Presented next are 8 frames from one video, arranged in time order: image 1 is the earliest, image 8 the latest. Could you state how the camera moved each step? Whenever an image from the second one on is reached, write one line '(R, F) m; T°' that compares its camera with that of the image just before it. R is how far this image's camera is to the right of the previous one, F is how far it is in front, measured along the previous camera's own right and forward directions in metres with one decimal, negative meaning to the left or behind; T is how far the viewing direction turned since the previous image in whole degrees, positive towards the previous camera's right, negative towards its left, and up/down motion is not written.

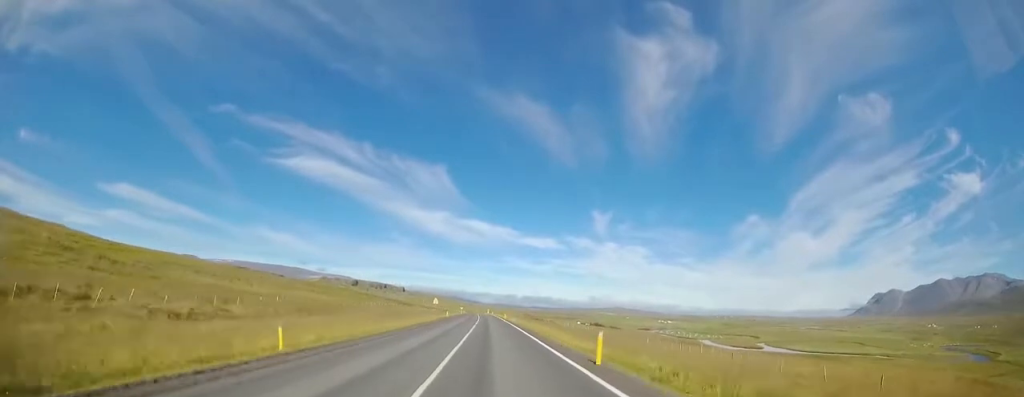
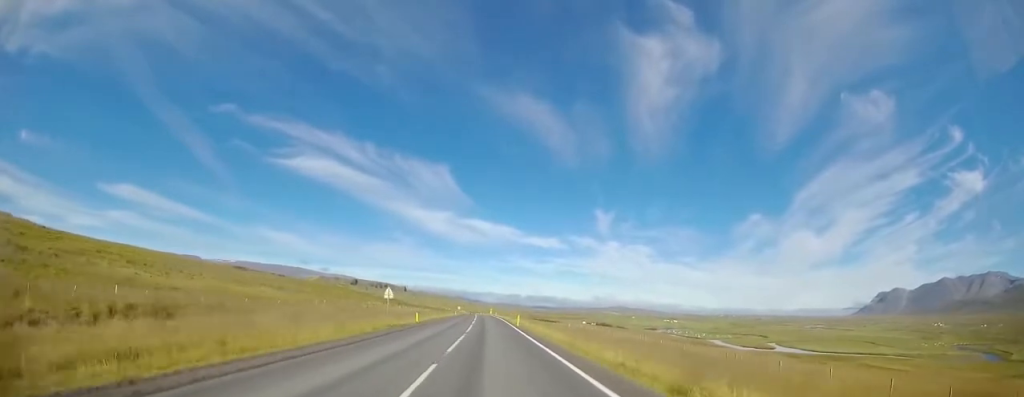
(-0.1, +25.6) m; -1°
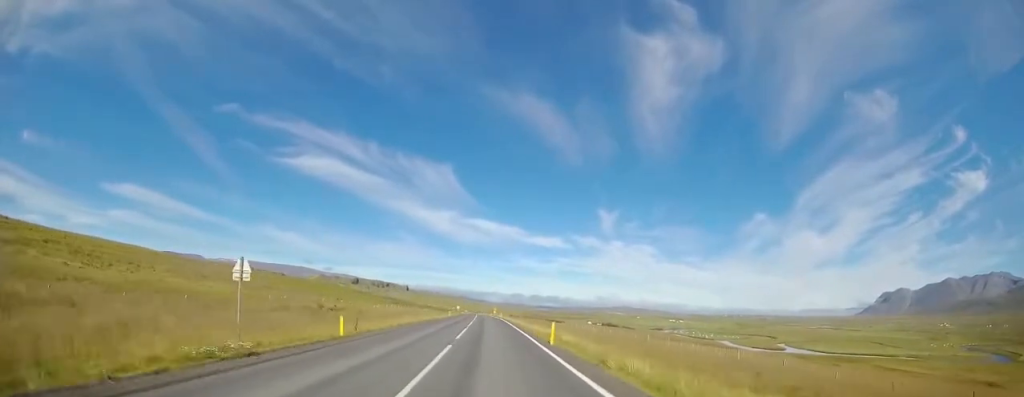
(-0.1, +17.9) m; -1°
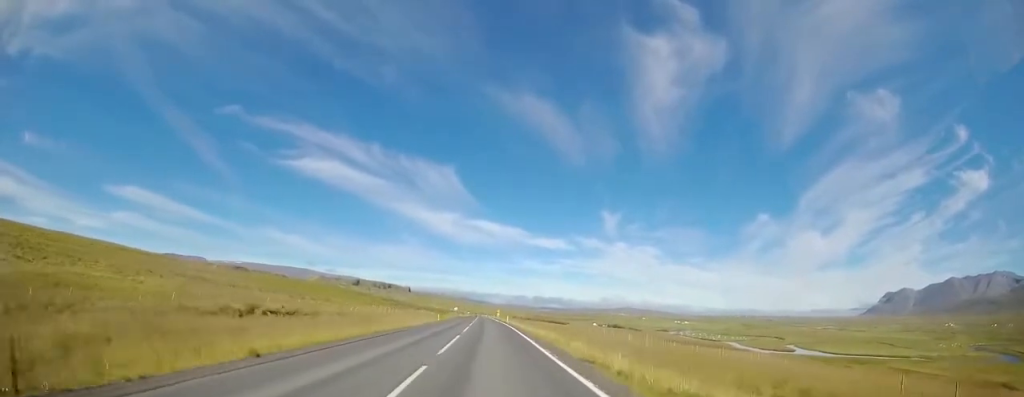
(-0.1, +16.8) m; -1°
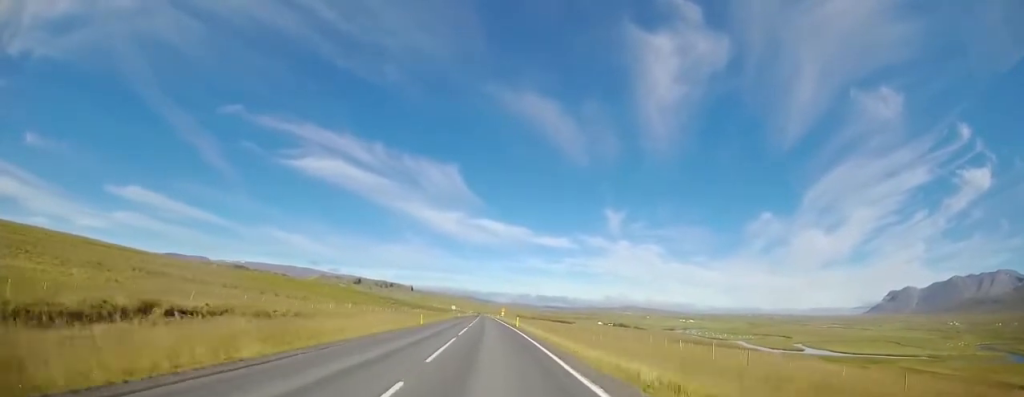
(-0.1, +13.9) m; 0°
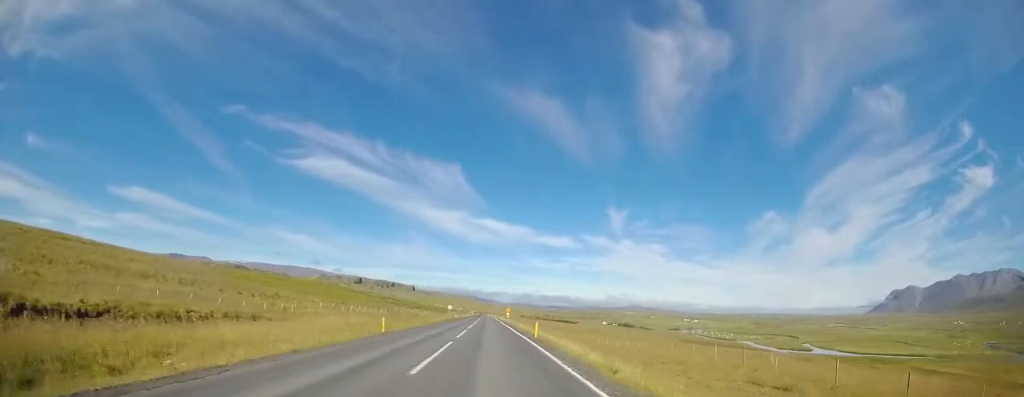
(0.0, +13.6) m; 0°
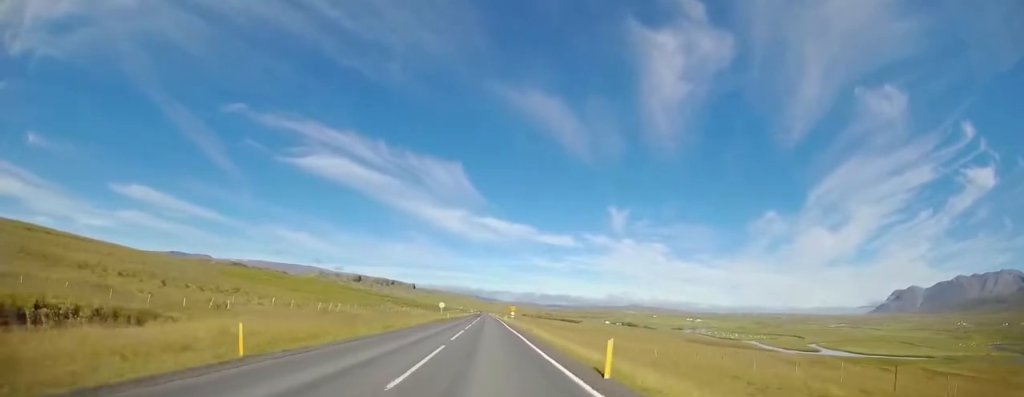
(-0.1, +13.7) m; 0°
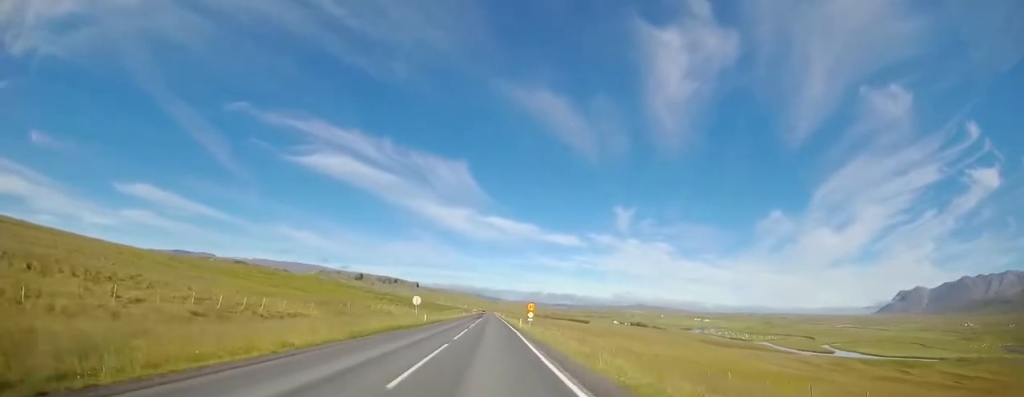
(-0.2, +23.3) m; 0°
